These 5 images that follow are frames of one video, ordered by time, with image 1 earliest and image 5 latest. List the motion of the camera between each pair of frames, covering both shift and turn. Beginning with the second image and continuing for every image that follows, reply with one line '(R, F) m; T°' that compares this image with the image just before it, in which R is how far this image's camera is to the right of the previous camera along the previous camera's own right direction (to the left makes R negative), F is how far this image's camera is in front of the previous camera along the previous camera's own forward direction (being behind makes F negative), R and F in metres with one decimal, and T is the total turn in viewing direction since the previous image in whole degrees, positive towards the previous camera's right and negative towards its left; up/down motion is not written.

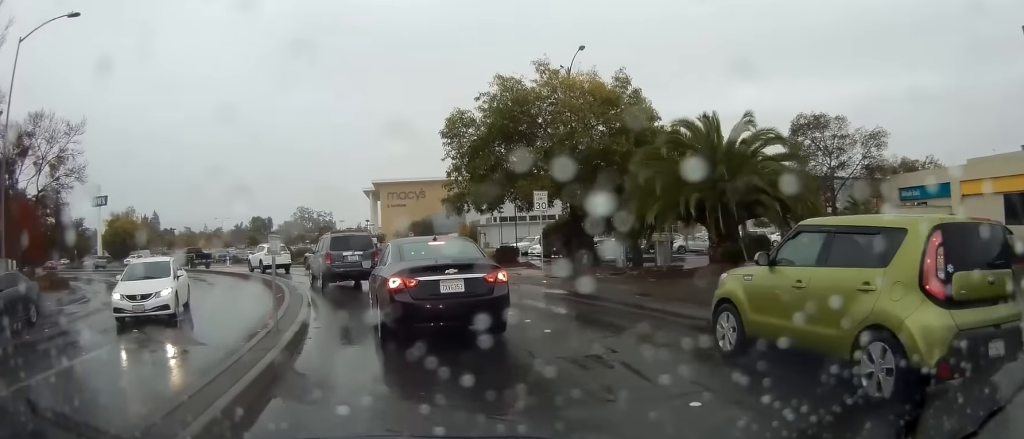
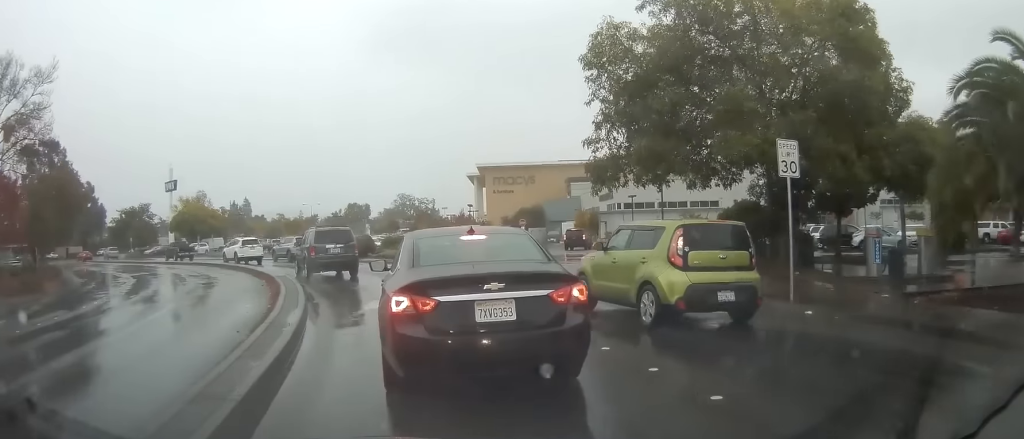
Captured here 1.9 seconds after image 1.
(-1.1, +10.7) m; -7°
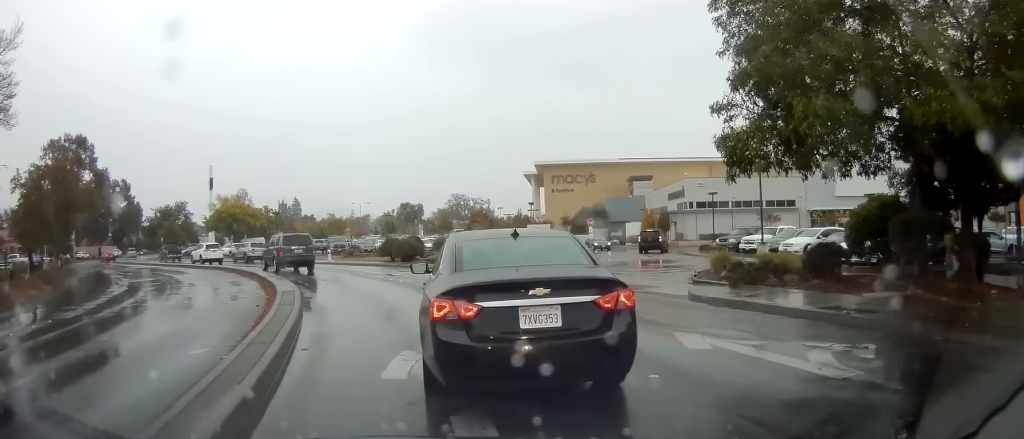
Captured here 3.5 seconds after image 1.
(-0.7, +7.6) m; -12°
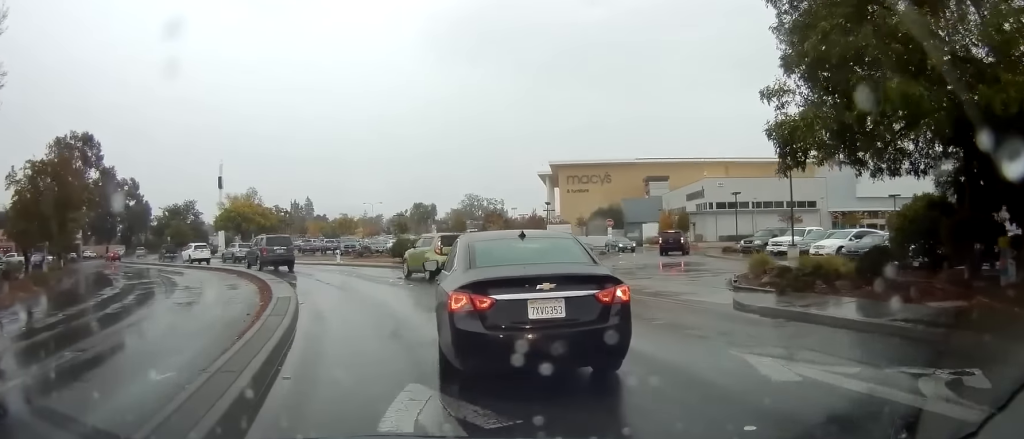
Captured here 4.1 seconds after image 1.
(0.0, +2.3) m; -5°
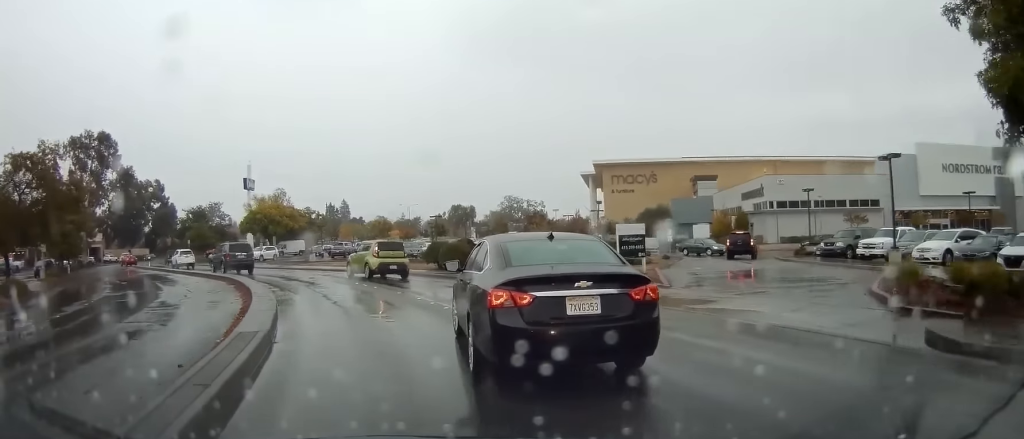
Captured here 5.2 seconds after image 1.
(-0.5, +5.4) m; -4°
